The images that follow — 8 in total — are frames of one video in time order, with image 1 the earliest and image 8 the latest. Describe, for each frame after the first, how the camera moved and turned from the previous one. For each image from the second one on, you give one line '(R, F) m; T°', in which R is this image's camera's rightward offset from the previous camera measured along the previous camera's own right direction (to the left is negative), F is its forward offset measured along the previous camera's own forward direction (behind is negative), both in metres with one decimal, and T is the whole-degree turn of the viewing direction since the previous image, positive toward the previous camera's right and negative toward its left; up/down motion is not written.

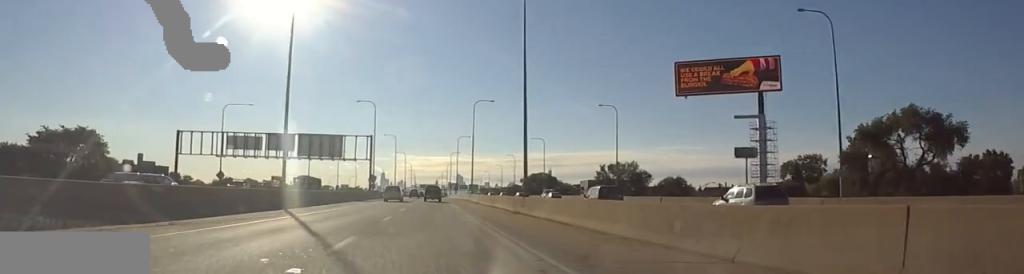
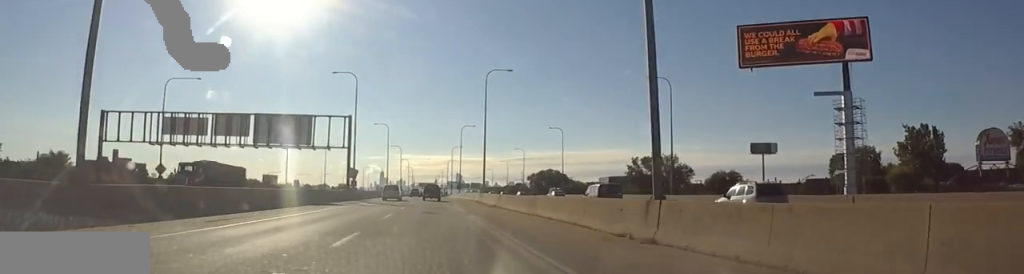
(-0.2, +23.6) m; -2°
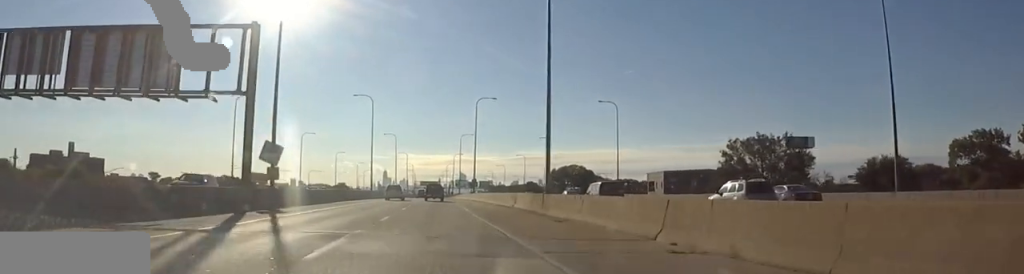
(-1.3, +39.5) m; -1°
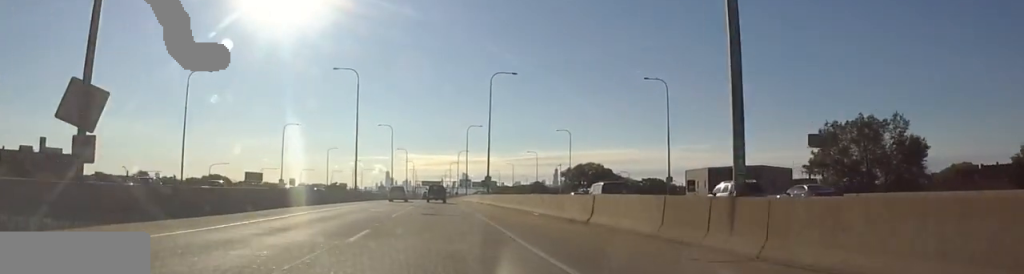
(+0.4, +21.4) m; +1°
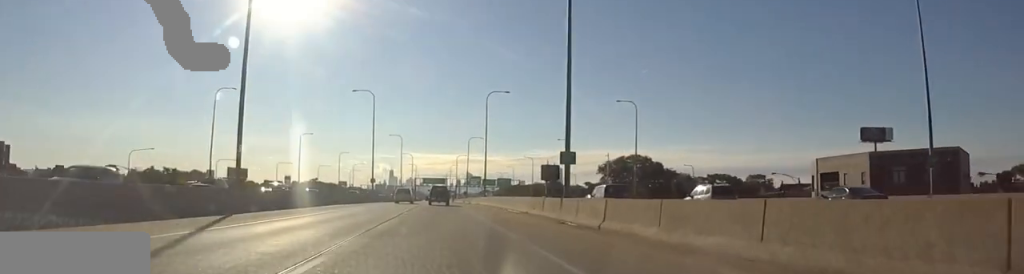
(+0.8, +44.1) m; 0°
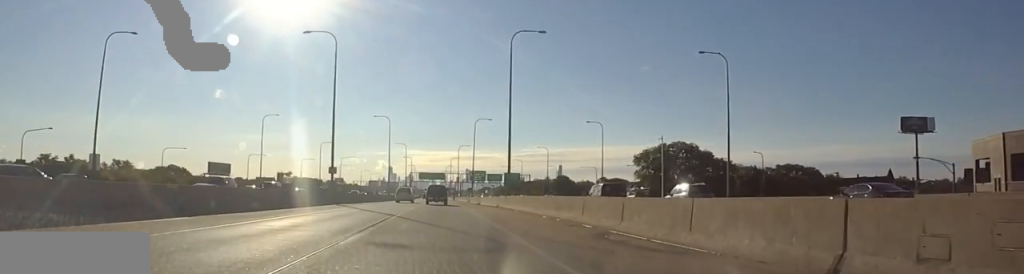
(-0.4, +29.8) m; 0°
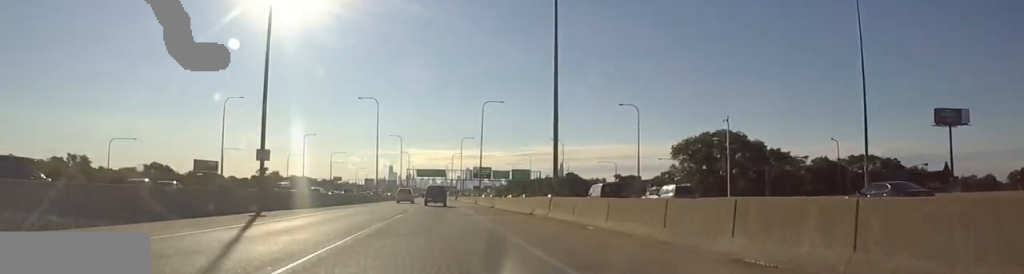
(+0.5, +20.6) m; -1°
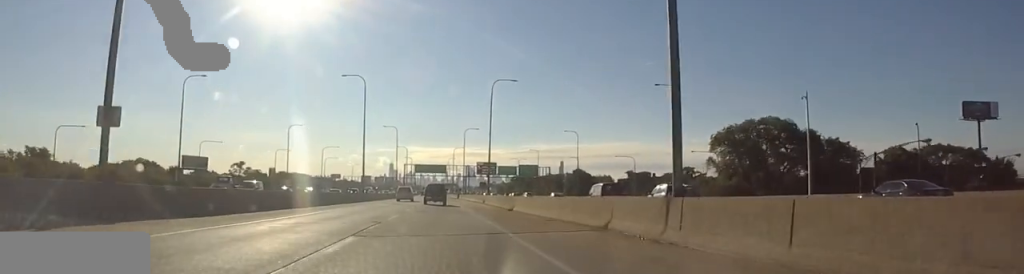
(-0.5, +15.8) m; -1°
